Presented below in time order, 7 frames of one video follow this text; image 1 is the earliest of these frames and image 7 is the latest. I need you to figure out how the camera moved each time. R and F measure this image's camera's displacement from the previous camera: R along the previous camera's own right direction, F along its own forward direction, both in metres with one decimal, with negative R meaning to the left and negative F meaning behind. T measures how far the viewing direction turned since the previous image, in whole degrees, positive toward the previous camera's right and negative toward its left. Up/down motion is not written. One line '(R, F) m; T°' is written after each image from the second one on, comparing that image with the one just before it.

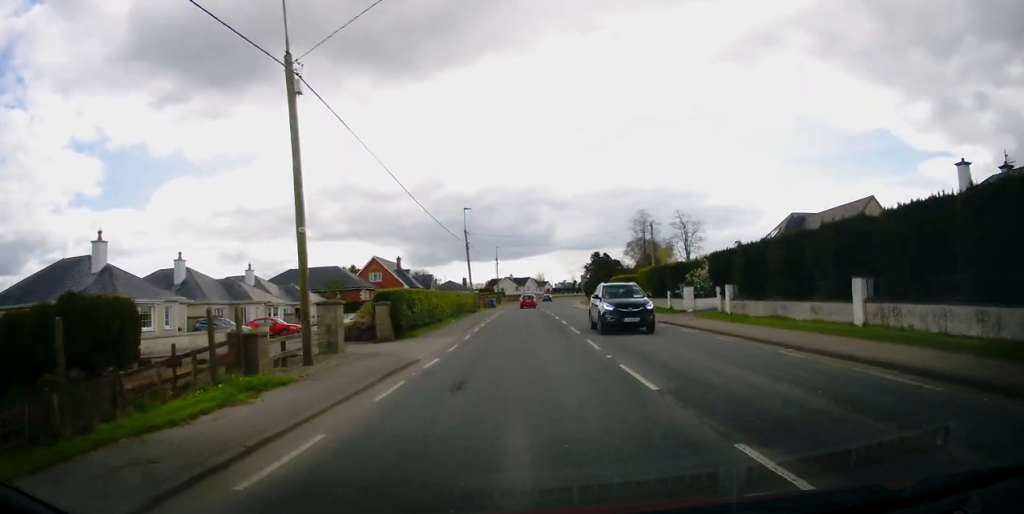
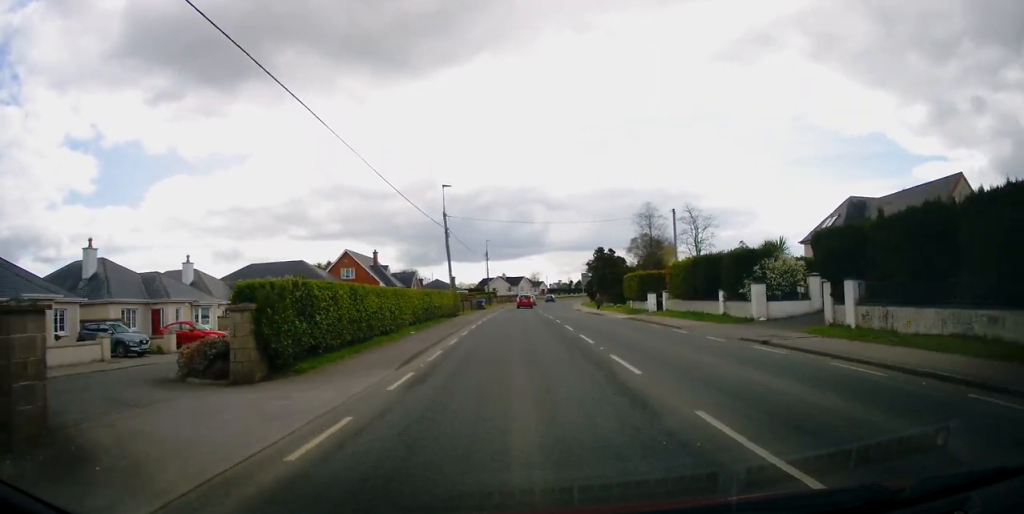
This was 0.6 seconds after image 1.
(0.0, +10.9) m; 0°
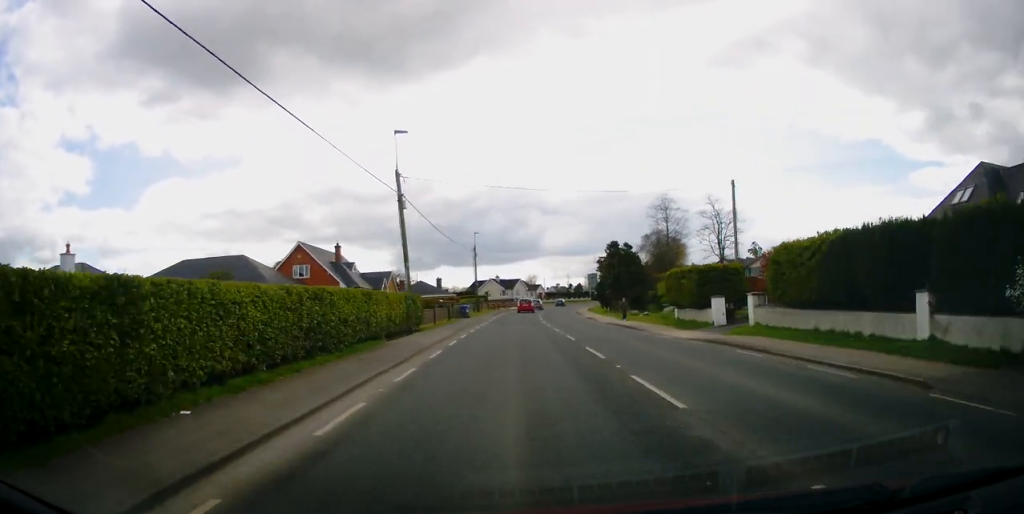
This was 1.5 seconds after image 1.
(0.0, +14.8) m; 0°
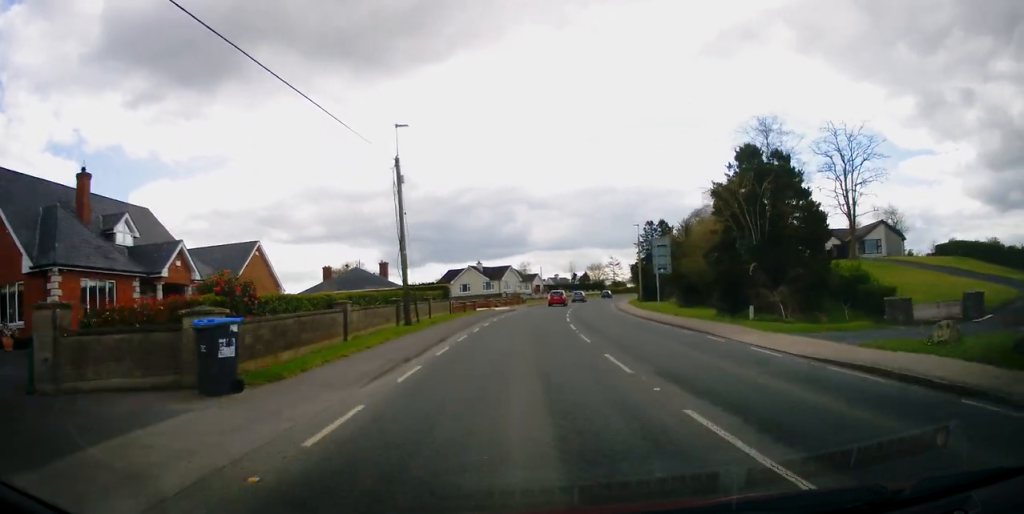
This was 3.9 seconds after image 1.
(+0.7, +40.1) m; +2°
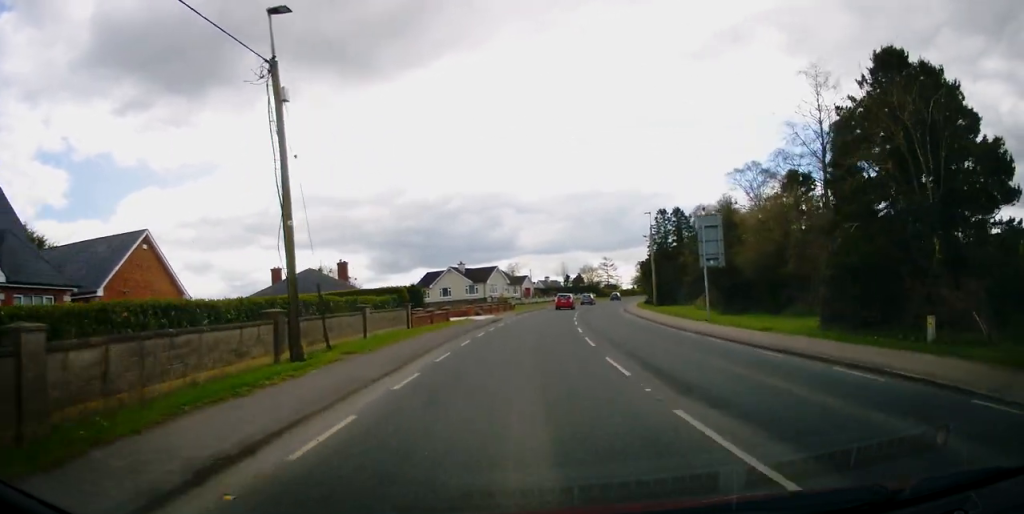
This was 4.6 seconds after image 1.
(0.0, +12.2) m; +1°
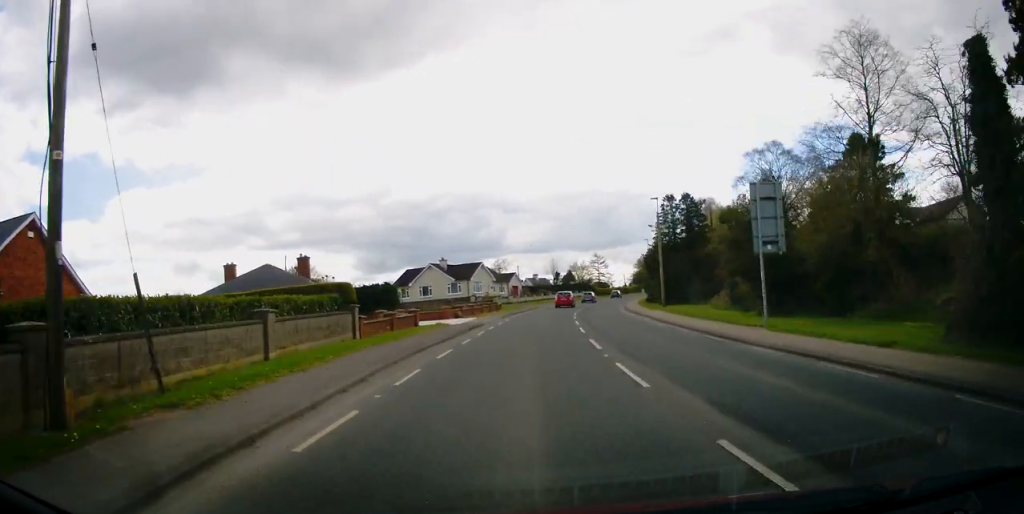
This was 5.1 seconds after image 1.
(0.0, +7.7) m; +1°
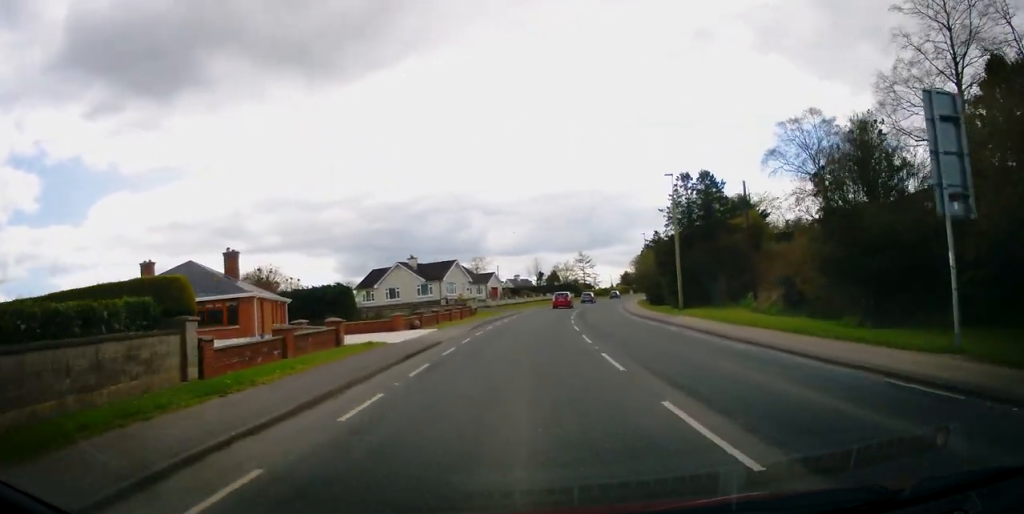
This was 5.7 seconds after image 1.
(+0.1, +10.4) m; +1°
